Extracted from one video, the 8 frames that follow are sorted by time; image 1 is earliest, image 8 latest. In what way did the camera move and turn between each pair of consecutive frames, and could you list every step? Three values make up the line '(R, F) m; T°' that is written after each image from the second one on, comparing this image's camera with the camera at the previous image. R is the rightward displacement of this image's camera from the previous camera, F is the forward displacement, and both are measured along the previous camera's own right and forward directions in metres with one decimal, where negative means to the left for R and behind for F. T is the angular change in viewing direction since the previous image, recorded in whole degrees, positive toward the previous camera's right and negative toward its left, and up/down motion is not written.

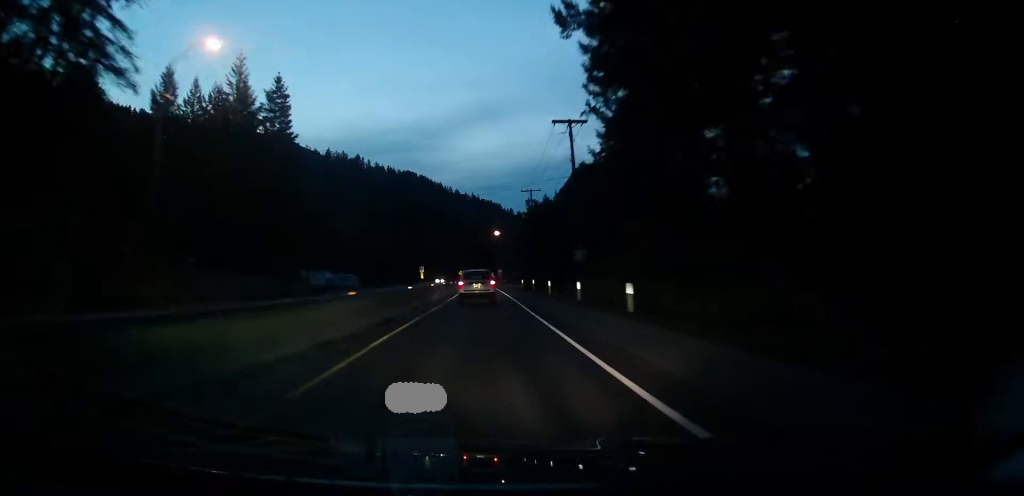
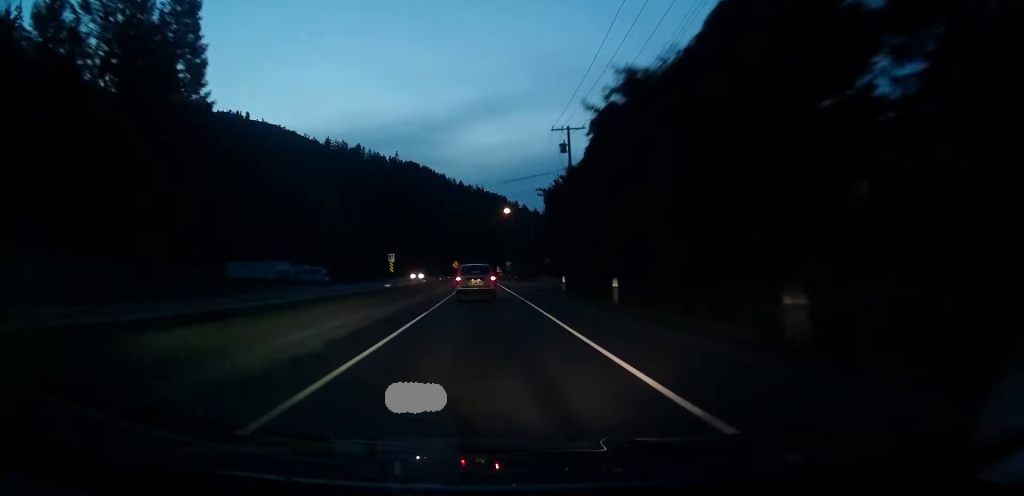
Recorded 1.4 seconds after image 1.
(+1.1, +32.9) m; +3°
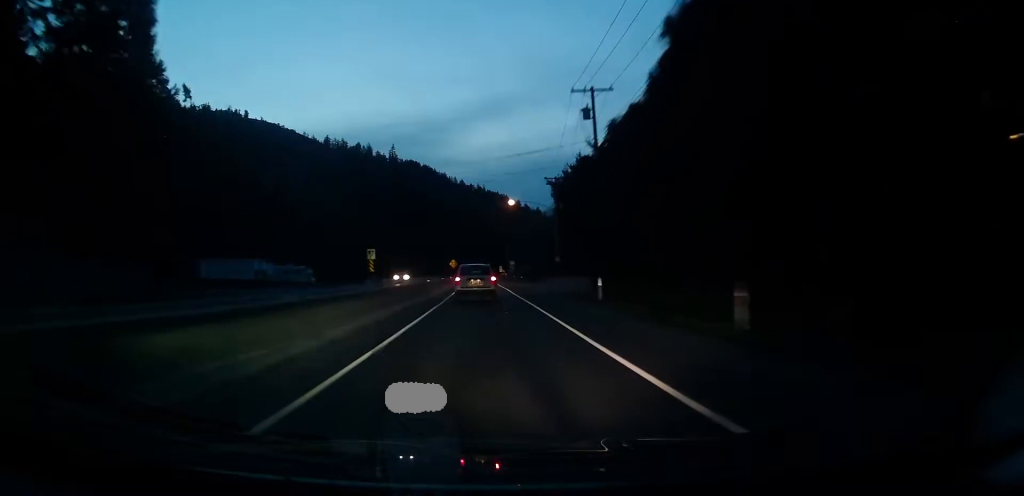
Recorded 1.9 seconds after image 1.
(+0.1, +11.2) m; 0°
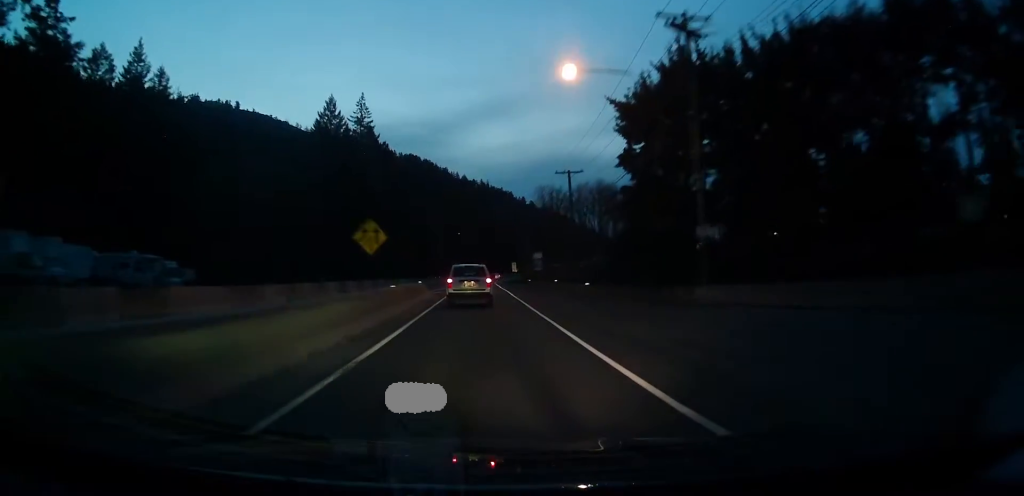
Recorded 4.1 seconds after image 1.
(-1.3, +52.7) m; -2°
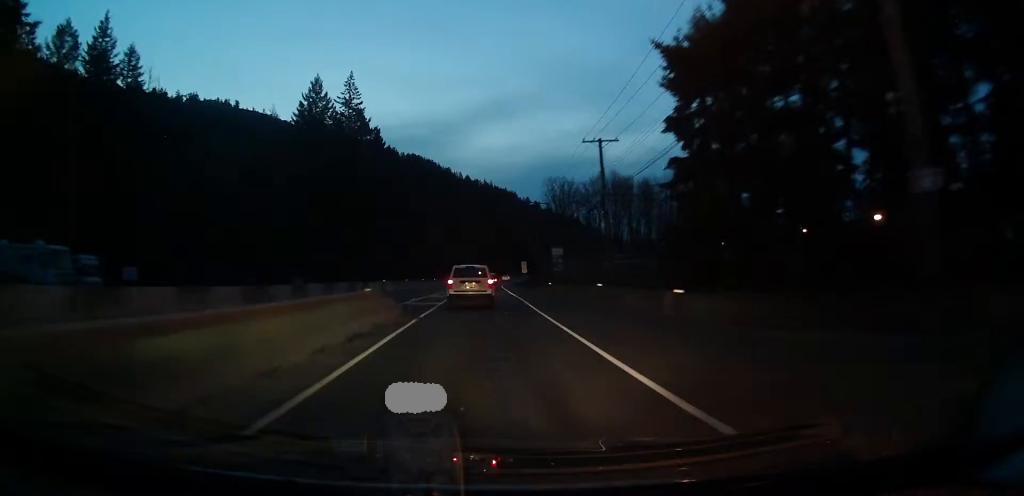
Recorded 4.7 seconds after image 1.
(-0.1, +15.2) m; +1°
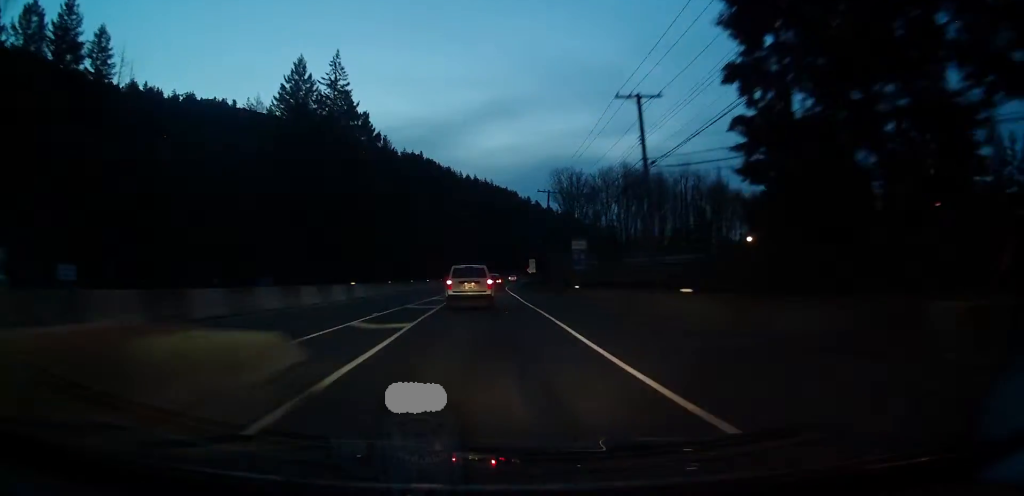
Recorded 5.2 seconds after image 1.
(+0.4, +12.1) m; 0°
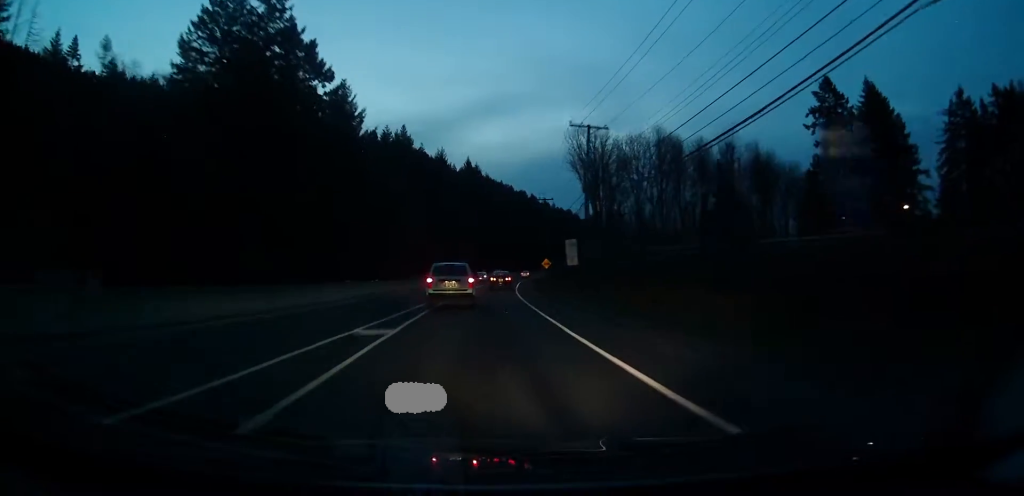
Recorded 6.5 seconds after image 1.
(-0.4, +32.7) m; 0°
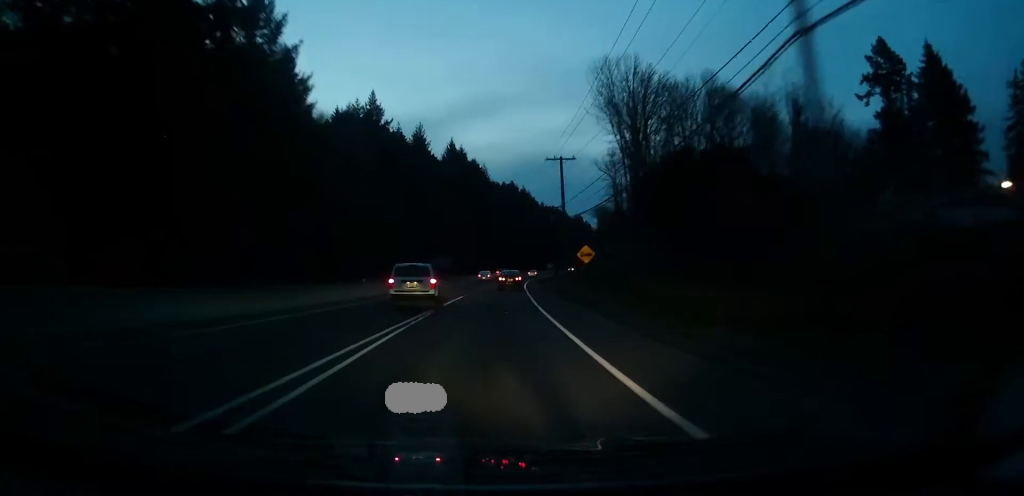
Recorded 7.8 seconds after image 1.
(+0.6, +31.9) m; +1°
